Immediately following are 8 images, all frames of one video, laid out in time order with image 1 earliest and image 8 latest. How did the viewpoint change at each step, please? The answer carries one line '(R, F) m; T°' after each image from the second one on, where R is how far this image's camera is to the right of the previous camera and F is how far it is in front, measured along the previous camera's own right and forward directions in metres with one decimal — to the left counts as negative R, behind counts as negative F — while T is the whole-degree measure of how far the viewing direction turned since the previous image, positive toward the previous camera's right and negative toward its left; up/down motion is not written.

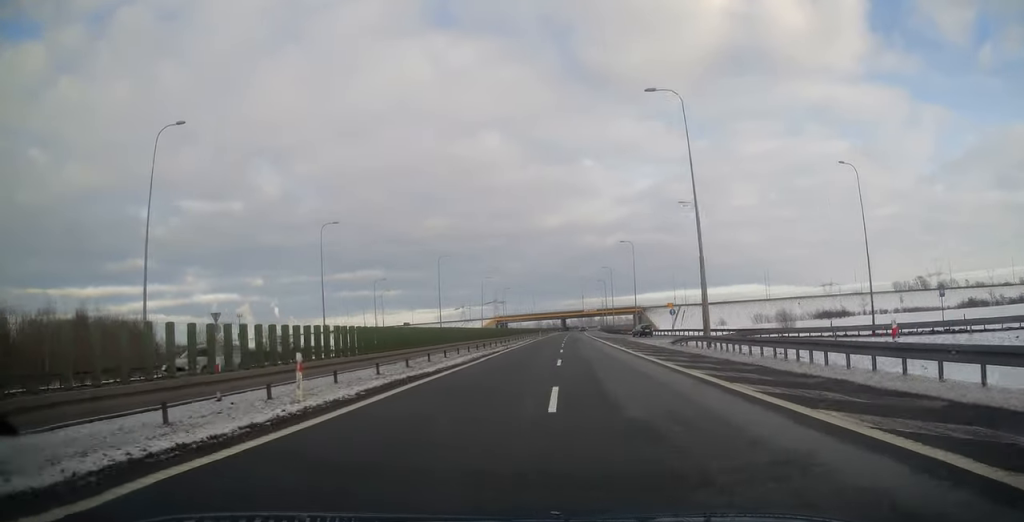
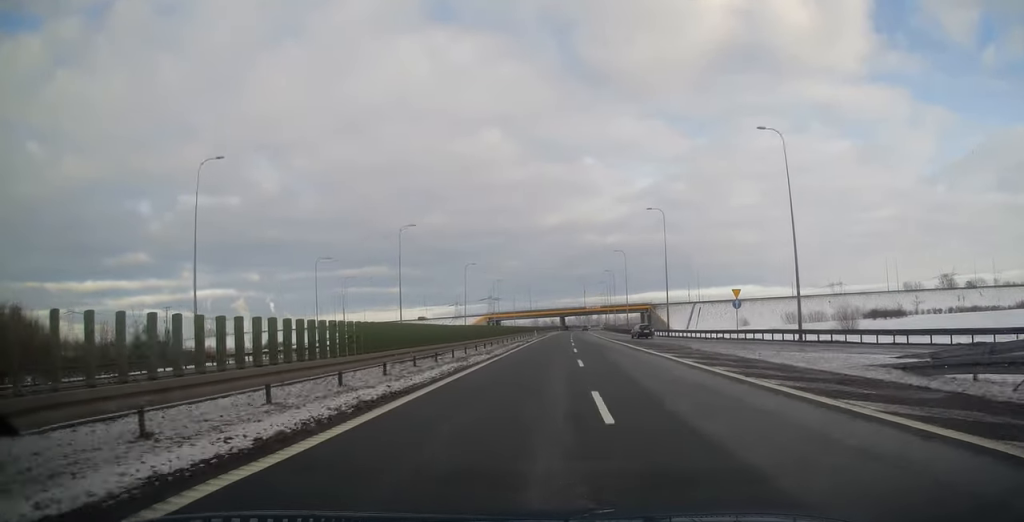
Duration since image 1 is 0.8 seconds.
(0.0, +25.5) m; 0°
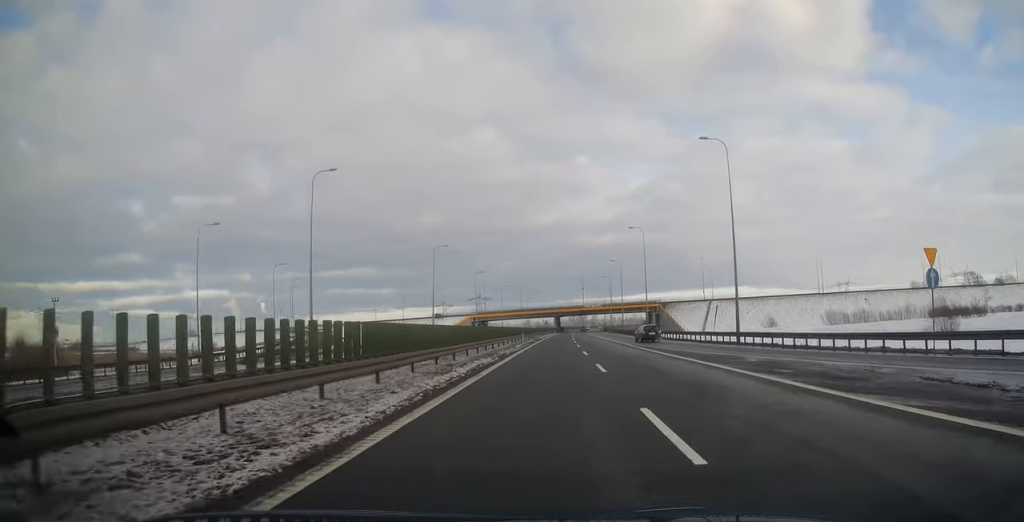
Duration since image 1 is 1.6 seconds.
(0.0, +26.5) m; 0°
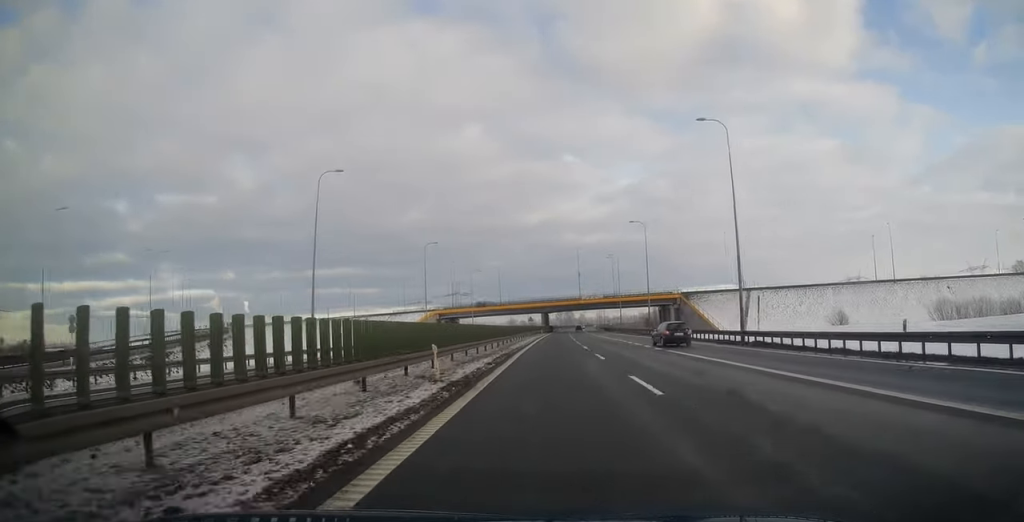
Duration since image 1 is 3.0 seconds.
(+0.4, +42.5) m; +1°
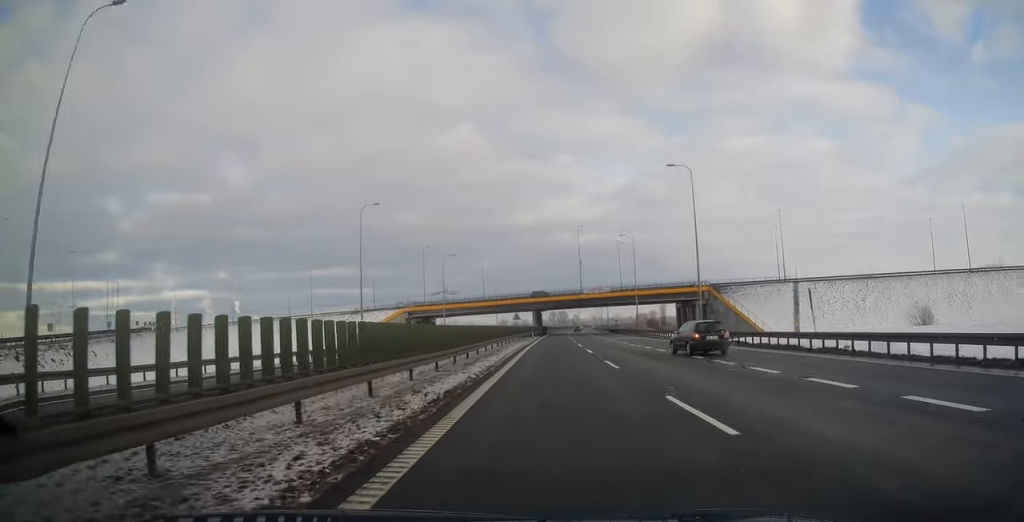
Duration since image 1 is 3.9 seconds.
(+0.3, +28.1) m; +1°
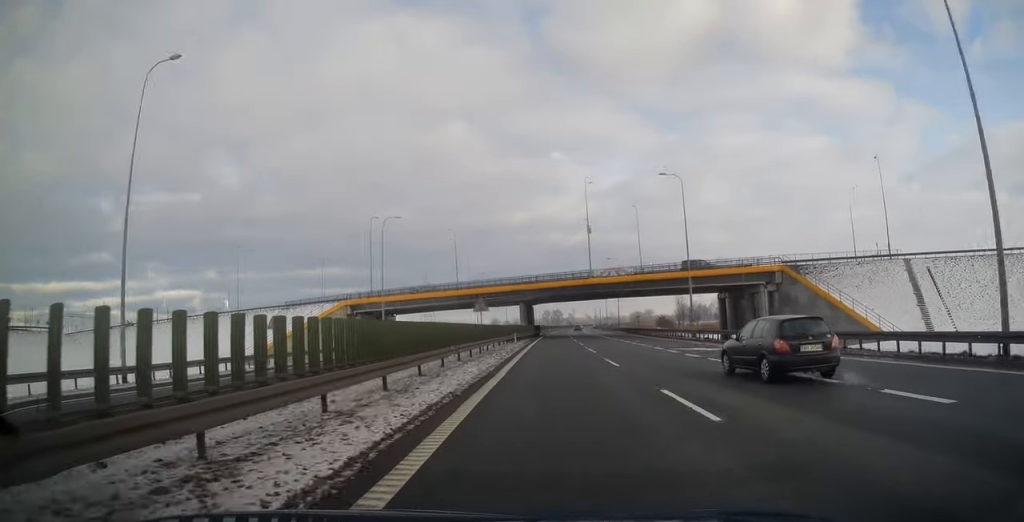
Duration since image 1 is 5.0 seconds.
(+0.2, +35.0) m; +1°
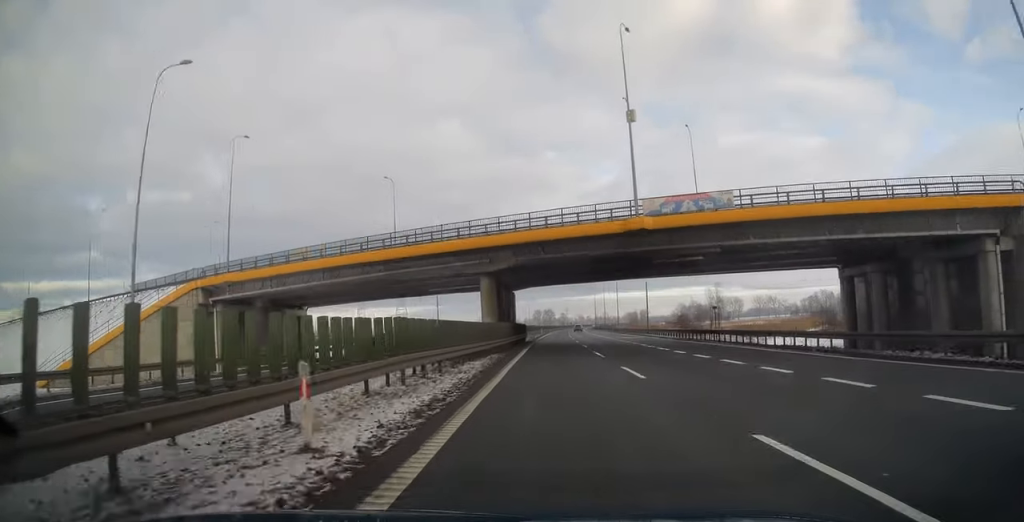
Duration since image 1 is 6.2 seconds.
(+0.5, +41.3) m; +1°
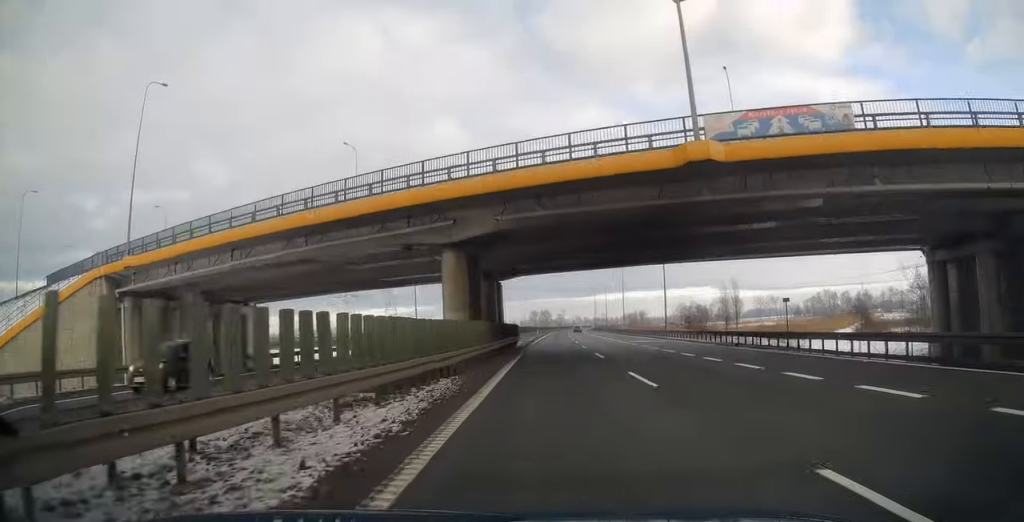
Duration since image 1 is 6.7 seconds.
(0.0, +13.8) m; 0°
